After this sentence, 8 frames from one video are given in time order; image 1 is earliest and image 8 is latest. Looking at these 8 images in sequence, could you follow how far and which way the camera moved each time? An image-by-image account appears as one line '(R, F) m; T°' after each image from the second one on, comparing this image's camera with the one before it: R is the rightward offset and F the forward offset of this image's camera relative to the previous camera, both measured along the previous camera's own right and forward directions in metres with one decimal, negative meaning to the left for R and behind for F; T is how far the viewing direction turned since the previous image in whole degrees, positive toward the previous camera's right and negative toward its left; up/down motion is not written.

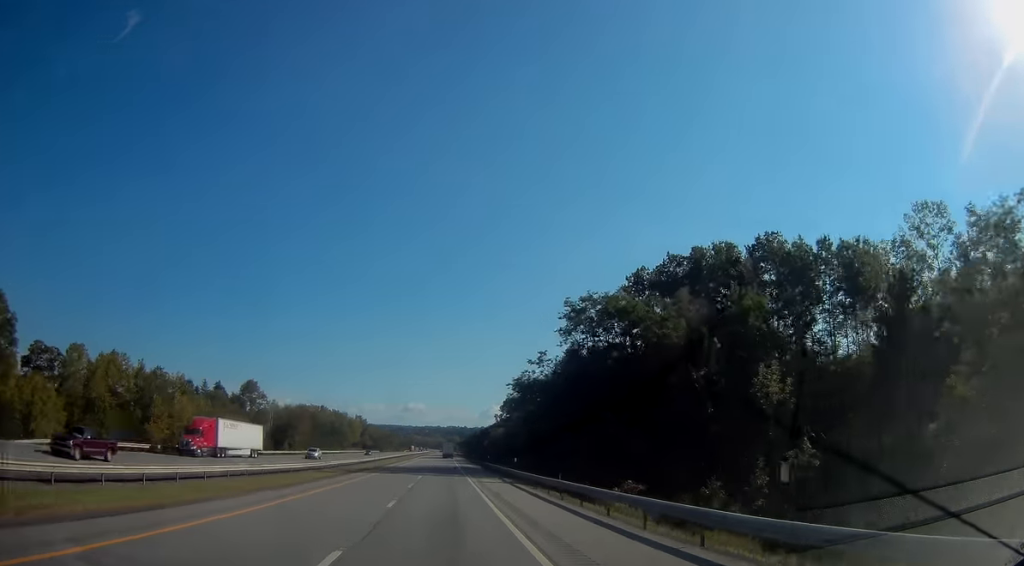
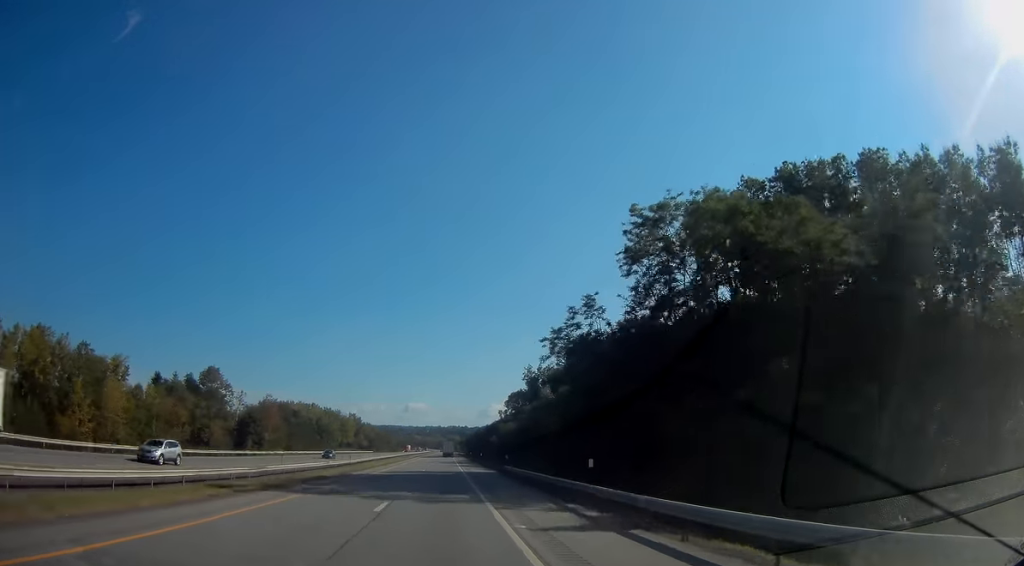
(-0.2, +26.2) m; 0°
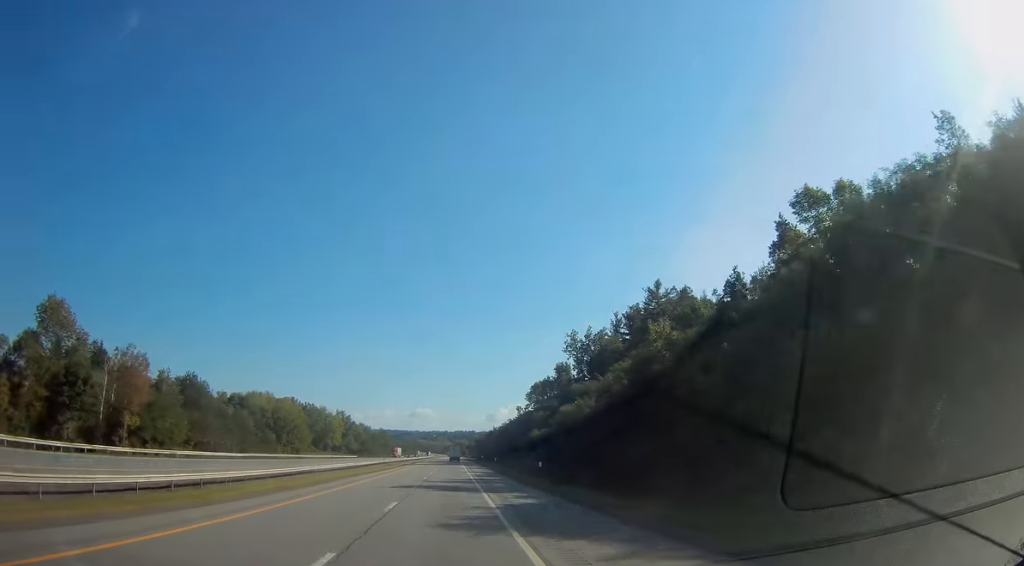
(-0.2, +59.2) m; 0°
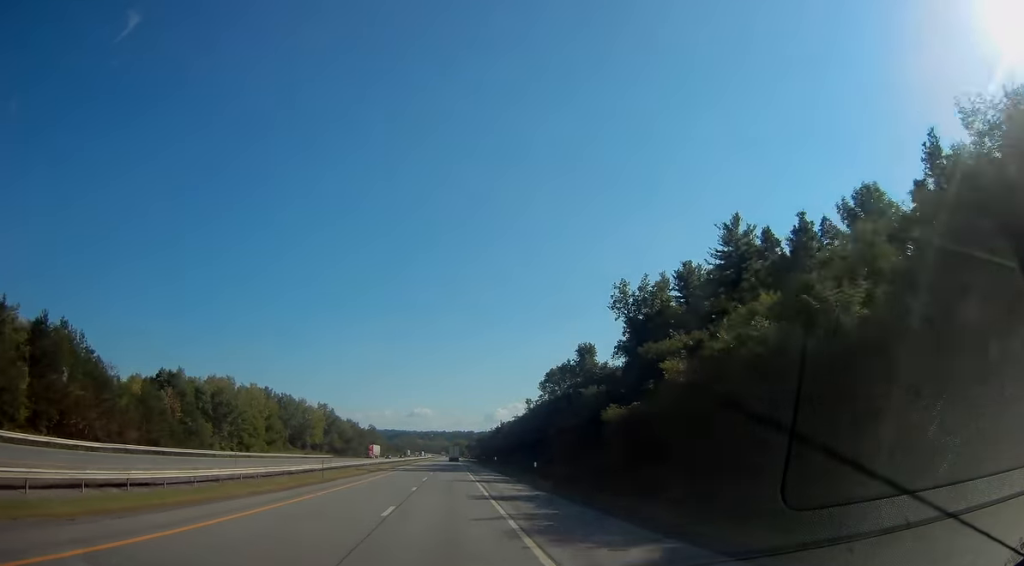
(+0.1, +39.2) m; 0°
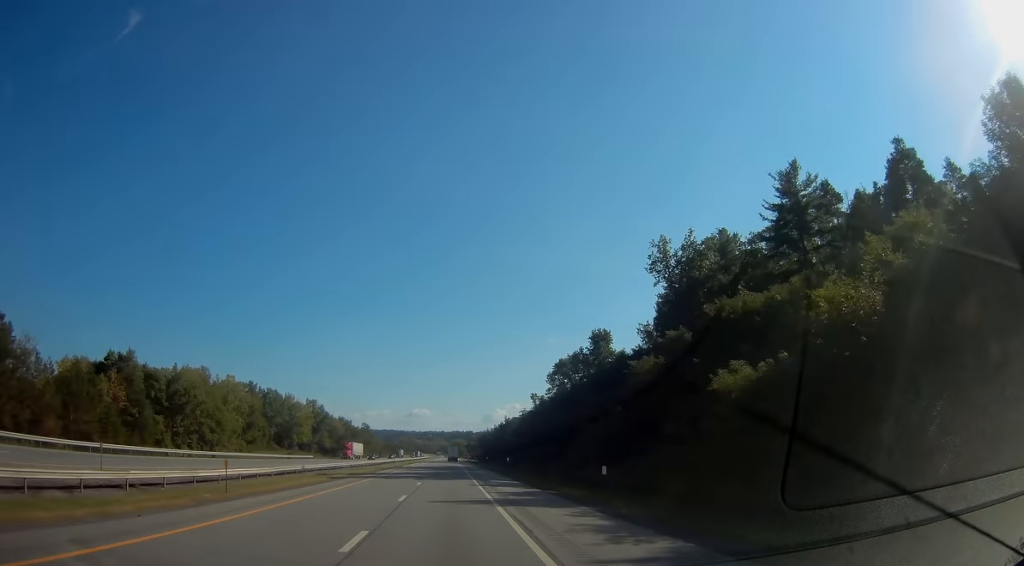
(0.0, +19.1) m; 0°
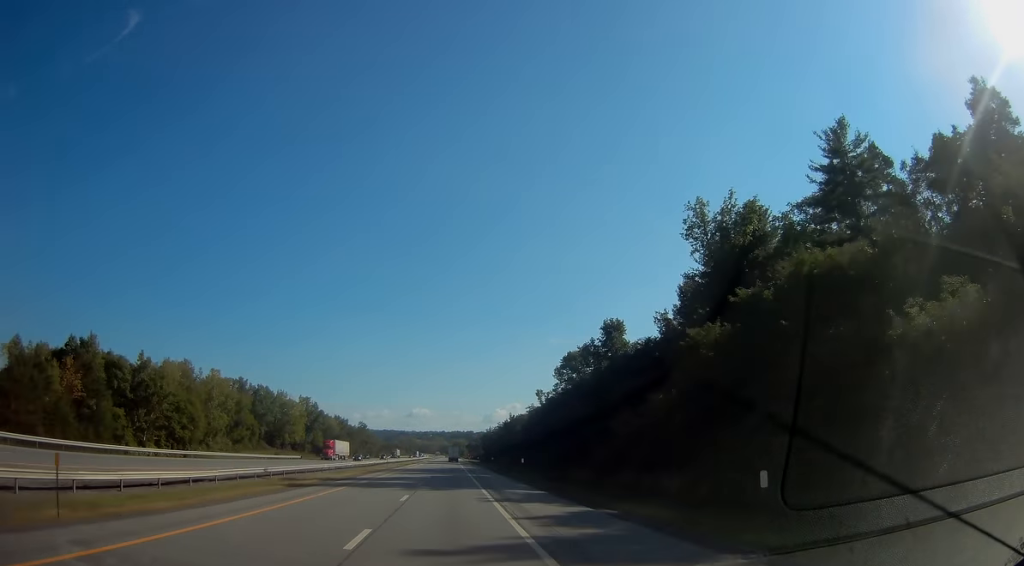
(-0.1, +12.0) m; 0°
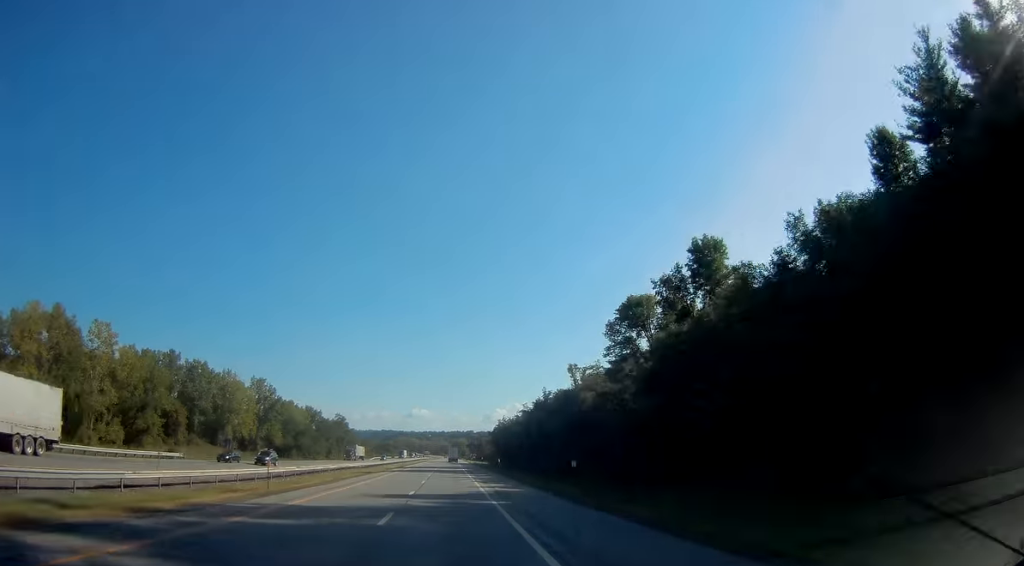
(0.0, +57.1) m; 0°
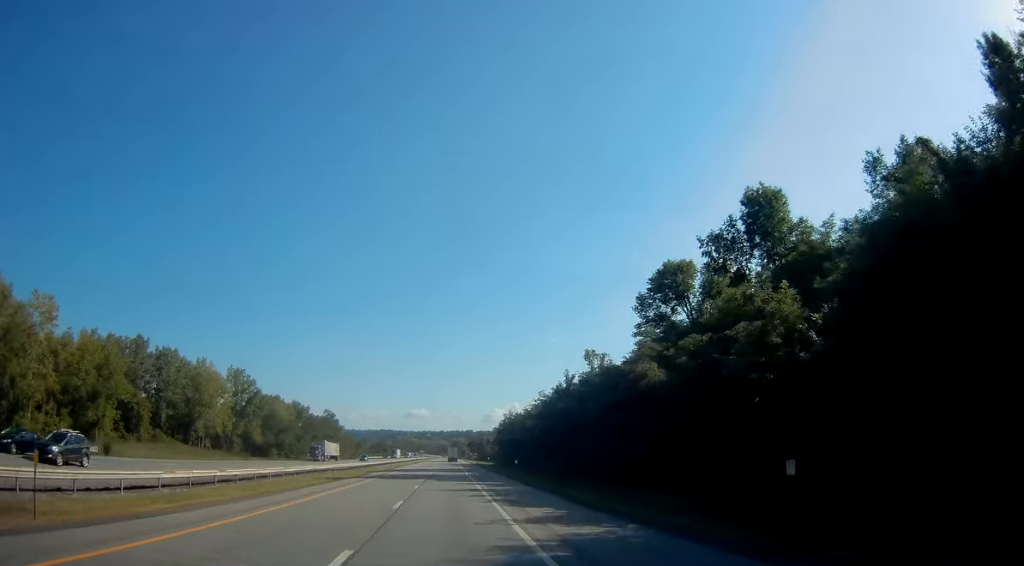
(-0.1, +19.0) m; 0°
